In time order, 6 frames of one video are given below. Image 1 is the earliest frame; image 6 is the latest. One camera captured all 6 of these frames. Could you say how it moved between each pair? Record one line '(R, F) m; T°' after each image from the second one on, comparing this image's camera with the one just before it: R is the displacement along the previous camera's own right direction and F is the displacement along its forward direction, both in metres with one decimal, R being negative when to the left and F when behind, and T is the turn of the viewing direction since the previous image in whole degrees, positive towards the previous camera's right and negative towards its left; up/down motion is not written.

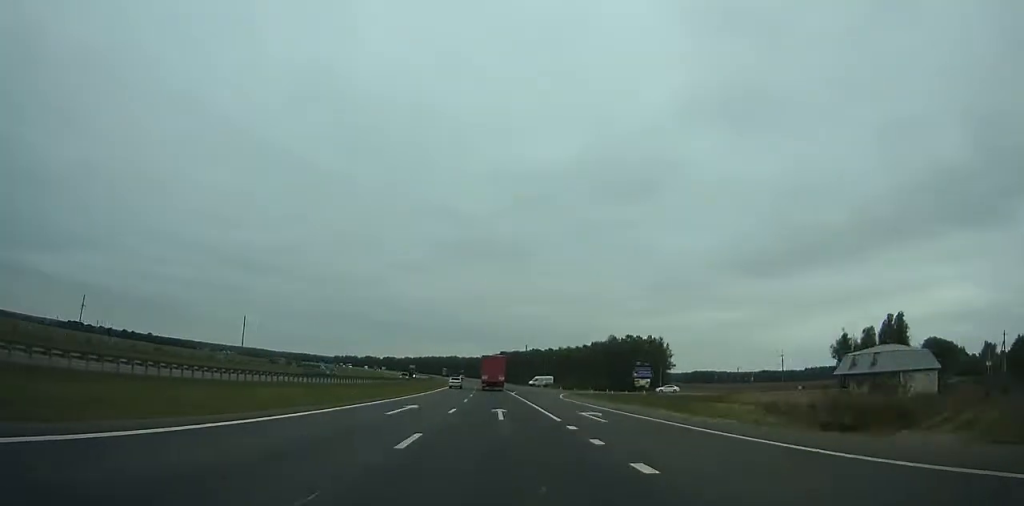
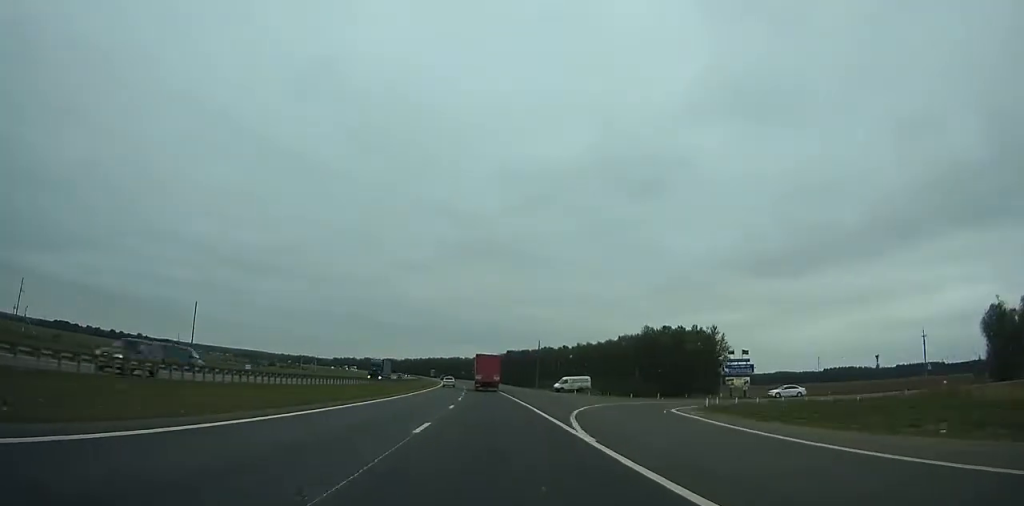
(-0.4, +44.6) m; -1°
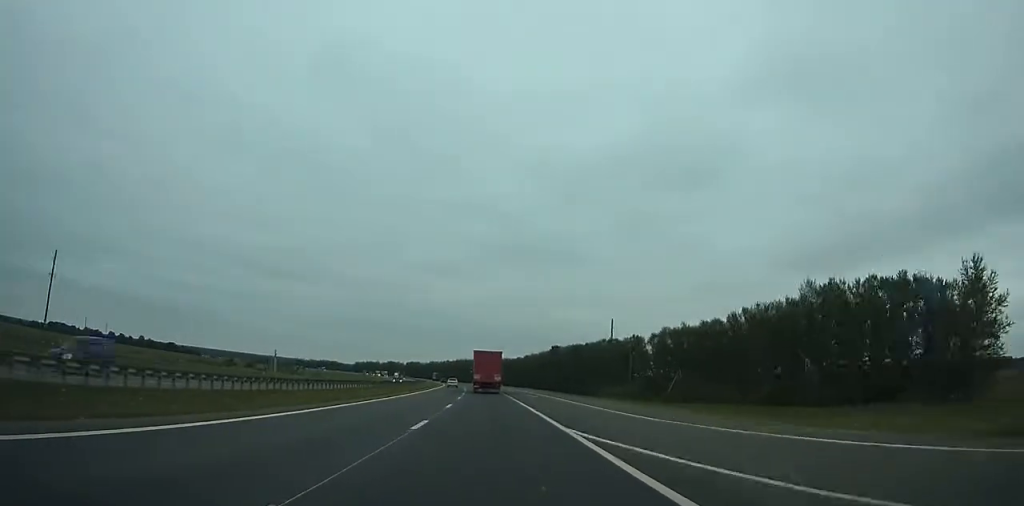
(-1.3, +82.6) m; -2°
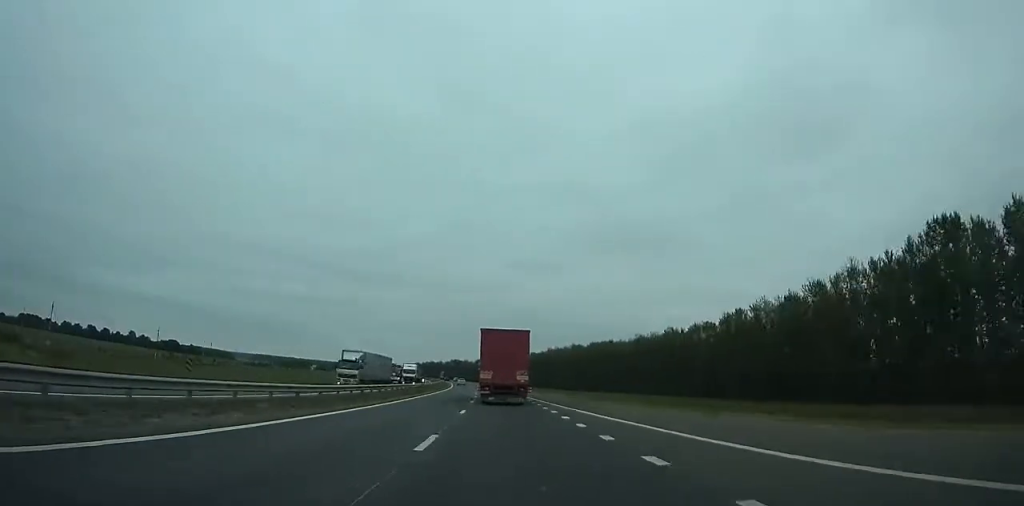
(-15.4, +207.3) m; -9°
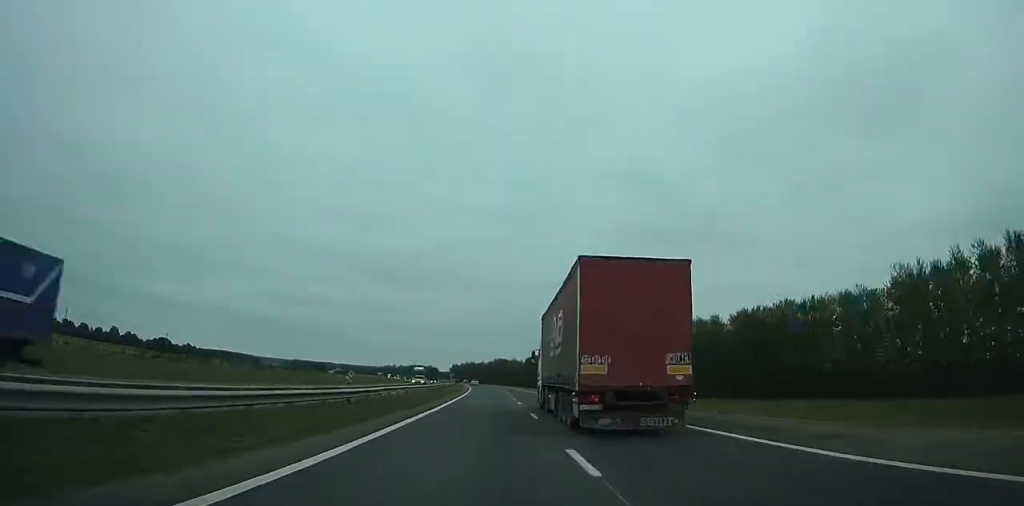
(-4.7, +110.2) m; -5°
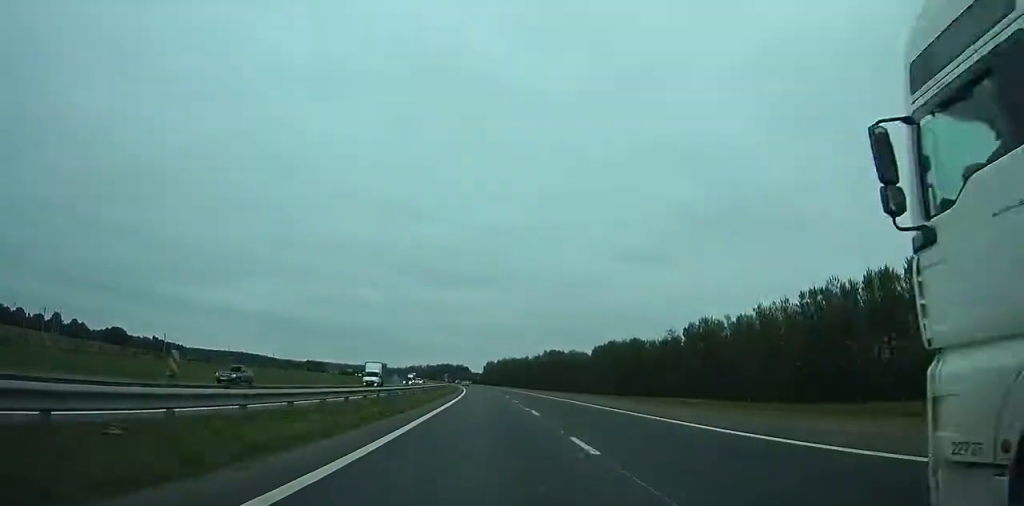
(-4.6, +128.4) m; -4°
